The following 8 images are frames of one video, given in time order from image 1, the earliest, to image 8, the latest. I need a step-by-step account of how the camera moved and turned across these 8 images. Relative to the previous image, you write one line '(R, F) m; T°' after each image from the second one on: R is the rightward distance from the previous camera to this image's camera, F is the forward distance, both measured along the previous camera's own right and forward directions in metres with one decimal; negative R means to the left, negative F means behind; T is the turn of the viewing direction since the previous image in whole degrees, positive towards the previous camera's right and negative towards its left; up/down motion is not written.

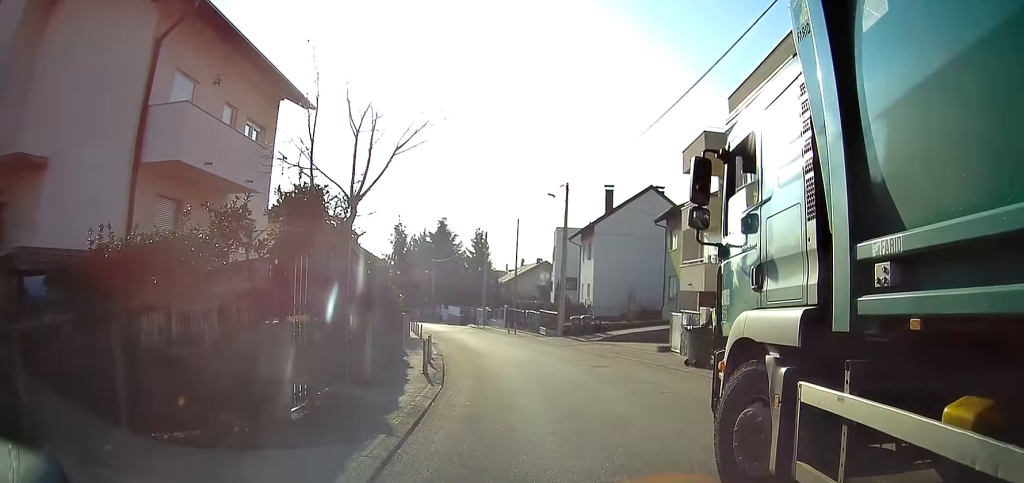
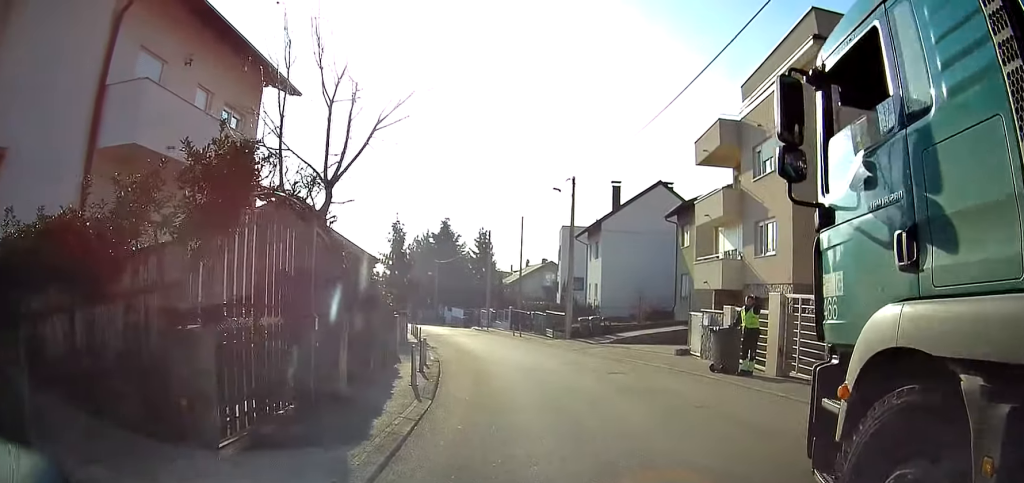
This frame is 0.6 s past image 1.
(+0.1, +2.2) m; -1°
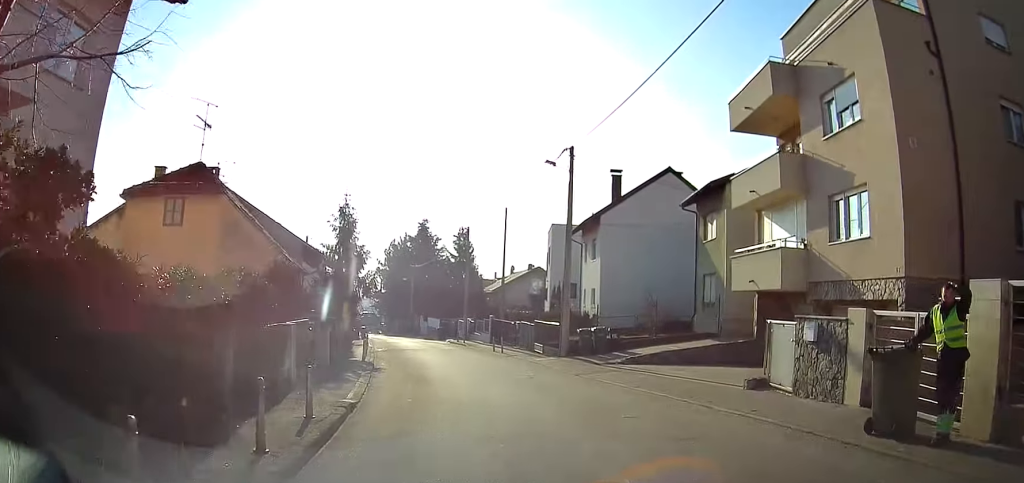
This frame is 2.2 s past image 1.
(-0.4, +7.7) m; -4°
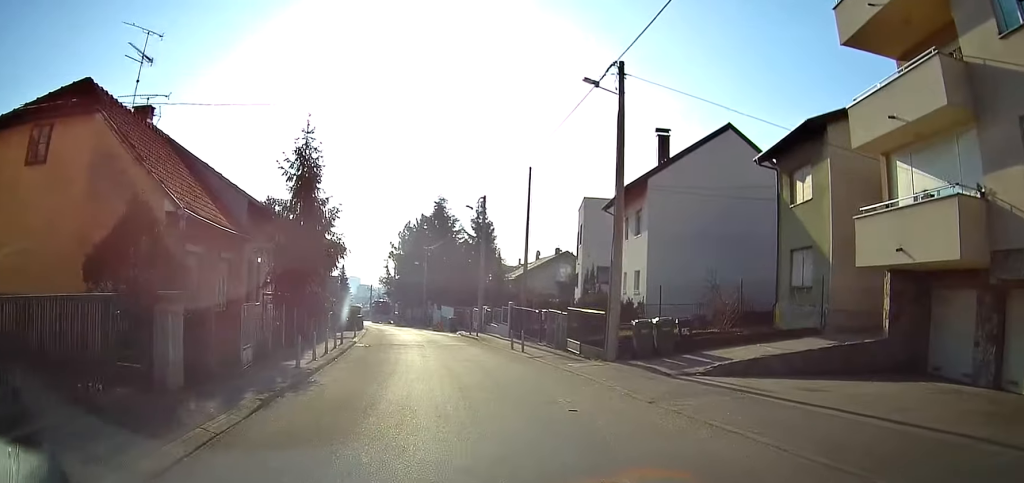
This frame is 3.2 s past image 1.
(0.0, +7.1) m; -3°
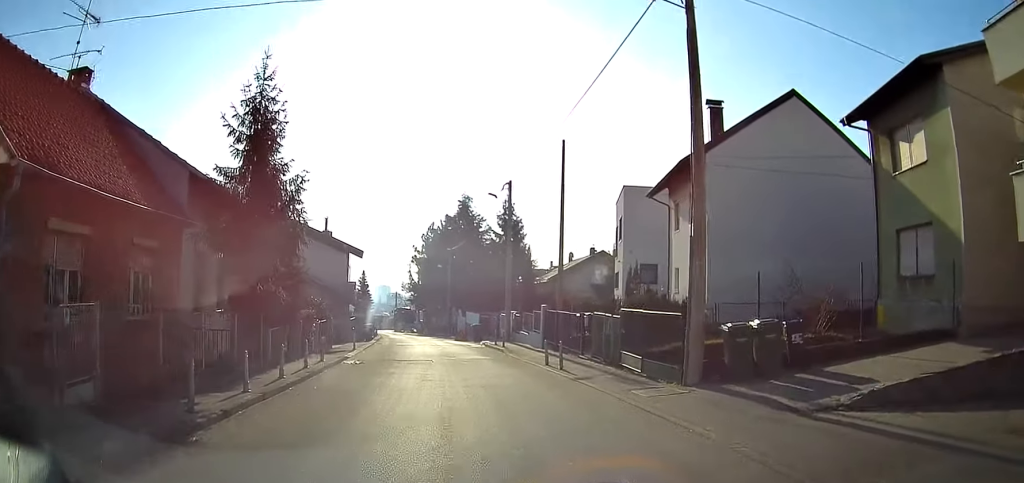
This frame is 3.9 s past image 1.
(+0.1, +5.6) m; -4°
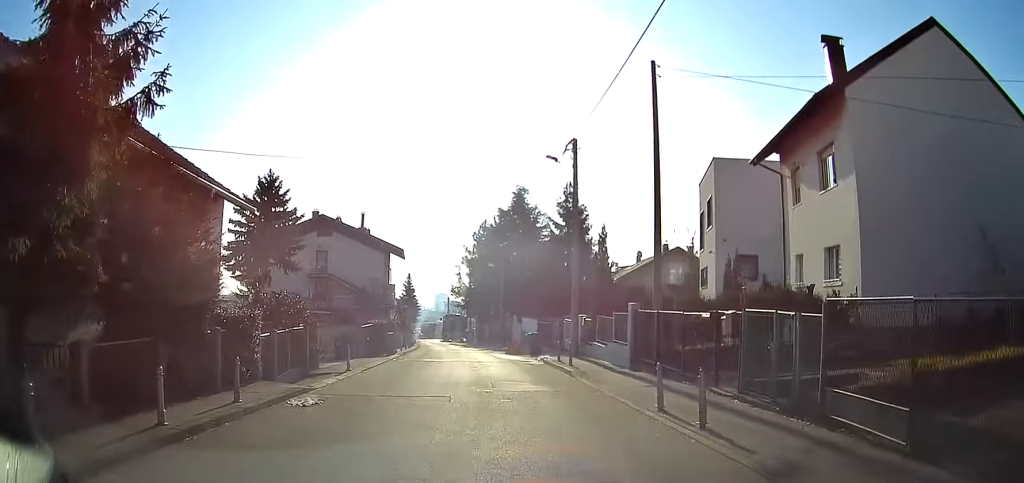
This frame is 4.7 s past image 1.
(-0.6, +8.8) m; -5°
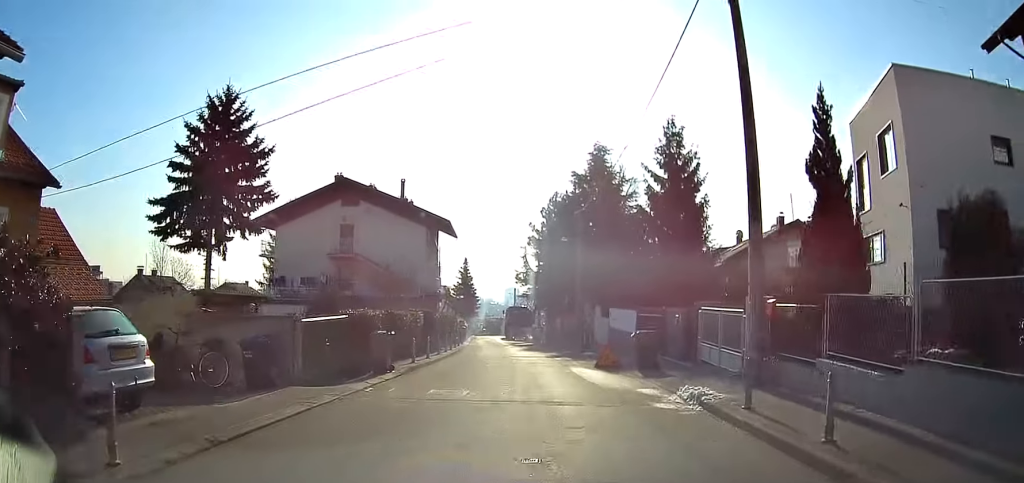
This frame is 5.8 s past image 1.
(-0.3, +12.9) m; -3°
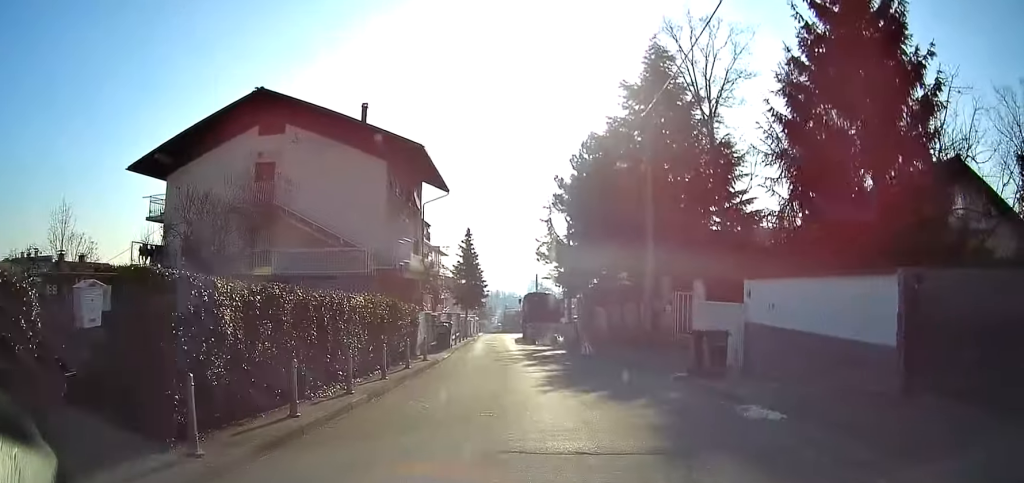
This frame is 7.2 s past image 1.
(-0.5, +19.4) m; -2°
